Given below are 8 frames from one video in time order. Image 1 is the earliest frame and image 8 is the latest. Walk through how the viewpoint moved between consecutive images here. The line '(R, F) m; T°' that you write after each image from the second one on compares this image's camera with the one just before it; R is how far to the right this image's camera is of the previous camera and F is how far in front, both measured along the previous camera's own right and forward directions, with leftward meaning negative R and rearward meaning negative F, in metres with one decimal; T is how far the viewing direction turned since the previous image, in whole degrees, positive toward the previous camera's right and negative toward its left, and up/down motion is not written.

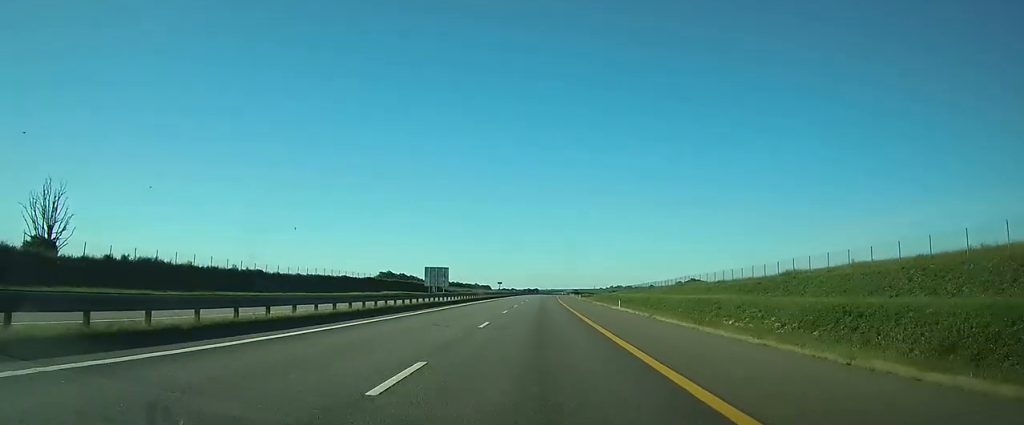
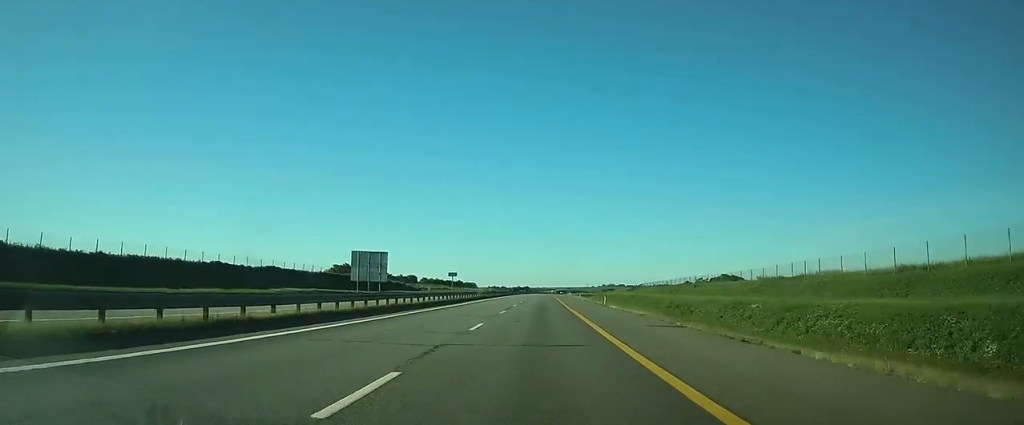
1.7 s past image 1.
(+0.3, +48.8) m; +1°
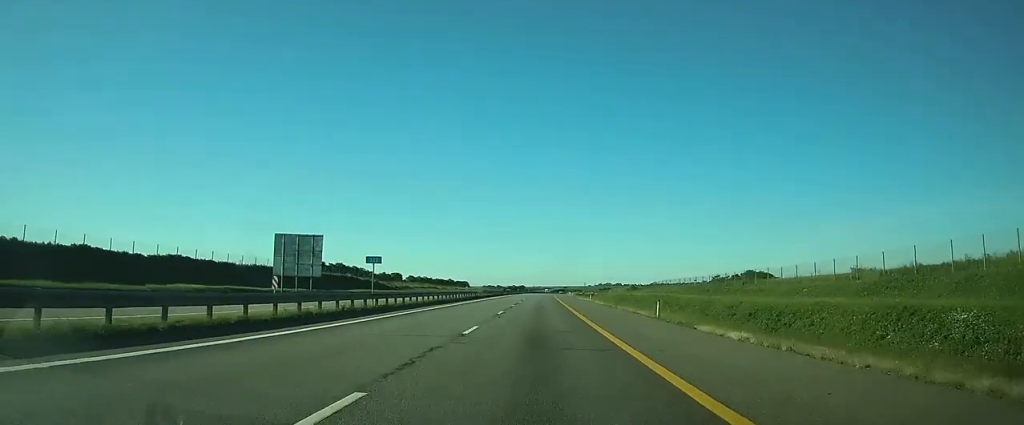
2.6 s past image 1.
(+0.1, +25.5) m; 0°
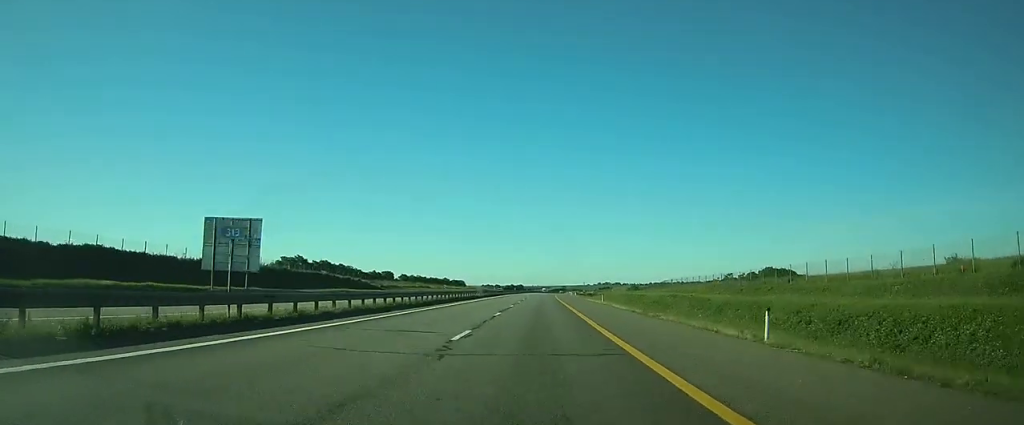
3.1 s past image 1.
(0.0, +14.2) m; 0°
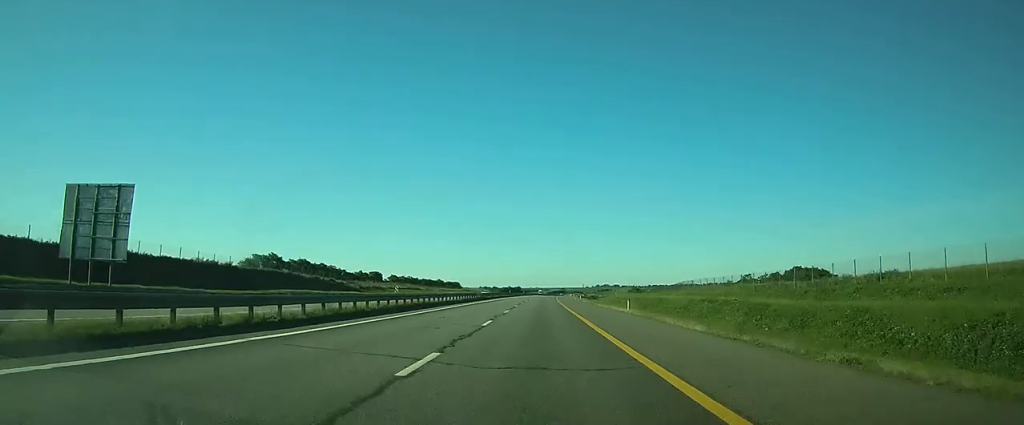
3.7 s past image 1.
(0.0, +17.1) m; 0°
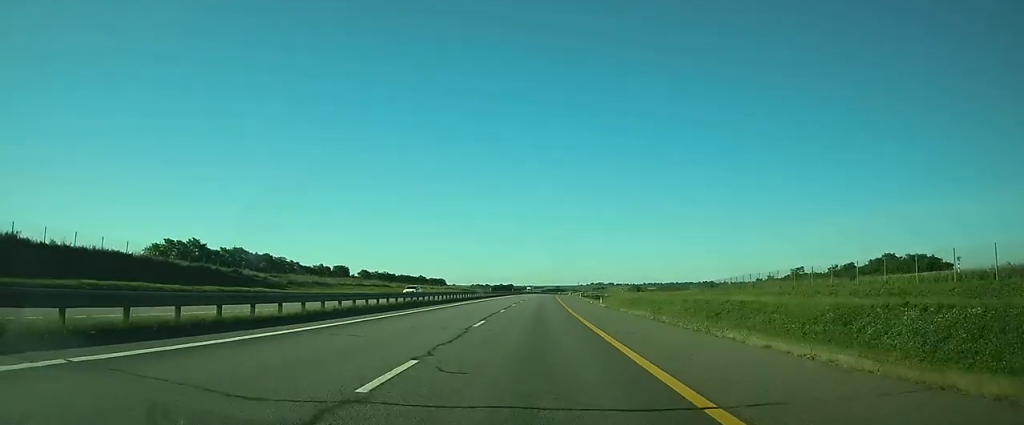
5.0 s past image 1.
(+0.1, +36.9) m; 0°
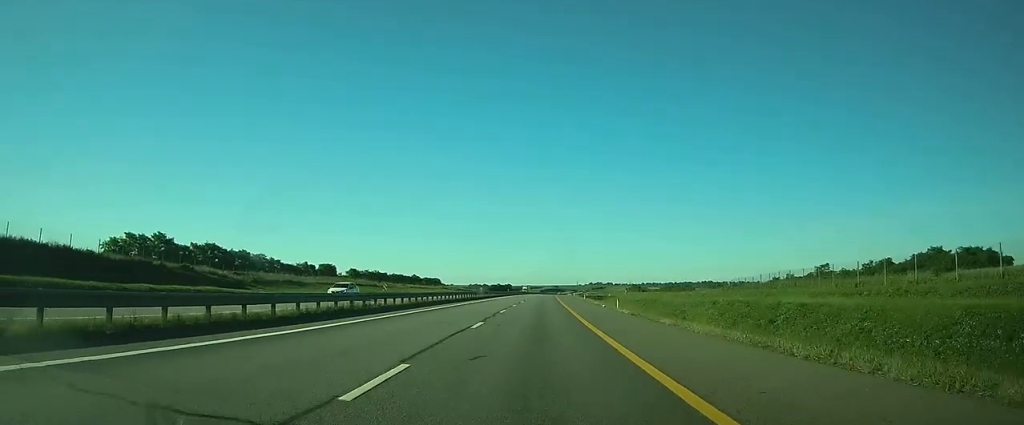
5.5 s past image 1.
(0.0, +12.3) m; 0°
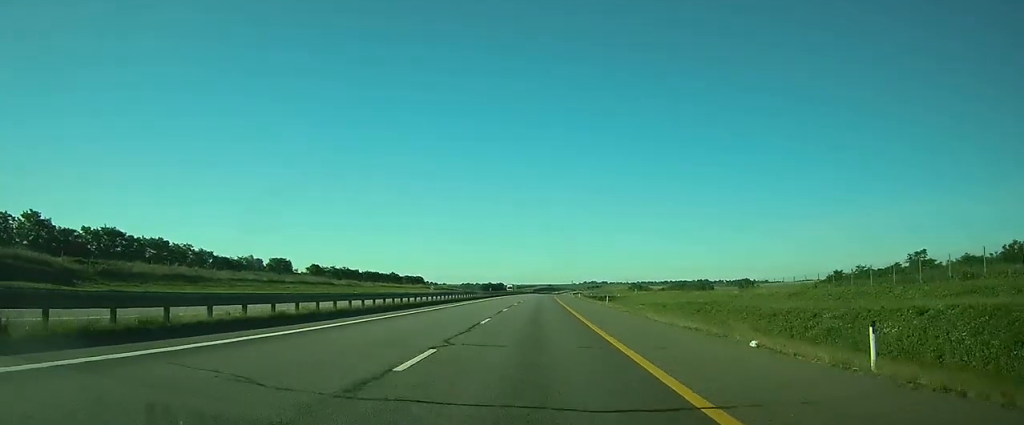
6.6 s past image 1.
(+0.2, +33.2) m; 0°
